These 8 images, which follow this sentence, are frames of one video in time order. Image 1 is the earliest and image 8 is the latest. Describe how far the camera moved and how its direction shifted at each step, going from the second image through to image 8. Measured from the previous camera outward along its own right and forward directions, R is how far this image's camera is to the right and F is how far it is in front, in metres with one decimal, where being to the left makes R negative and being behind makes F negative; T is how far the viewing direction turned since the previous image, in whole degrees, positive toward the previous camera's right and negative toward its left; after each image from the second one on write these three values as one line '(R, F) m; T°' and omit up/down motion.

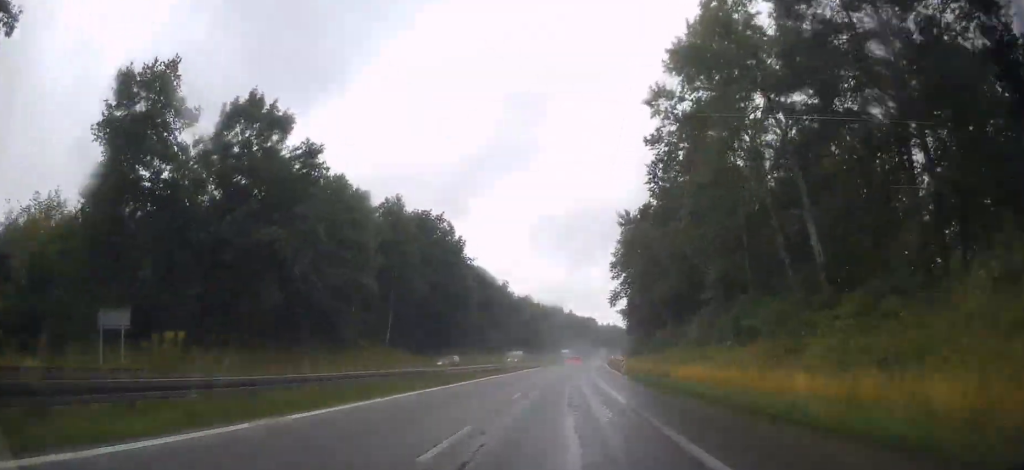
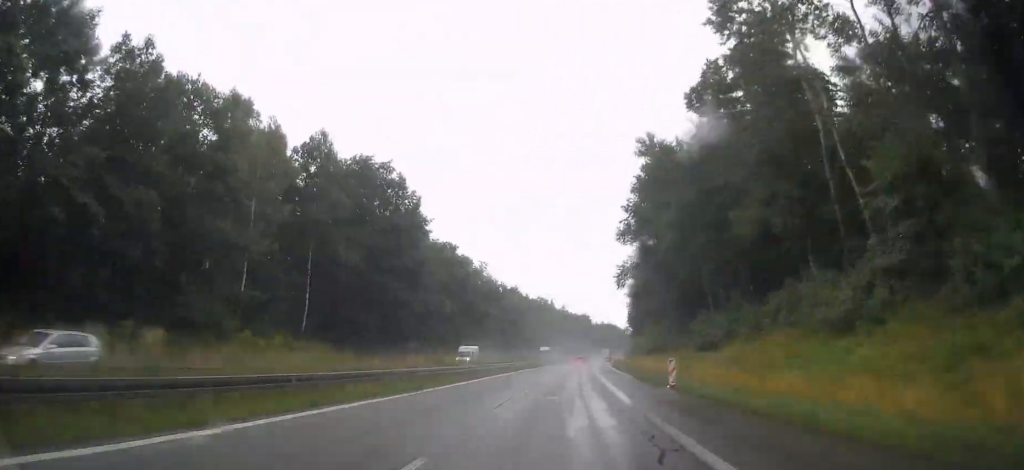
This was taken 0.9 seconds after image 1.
(+0.4, +27.4) m; +2°
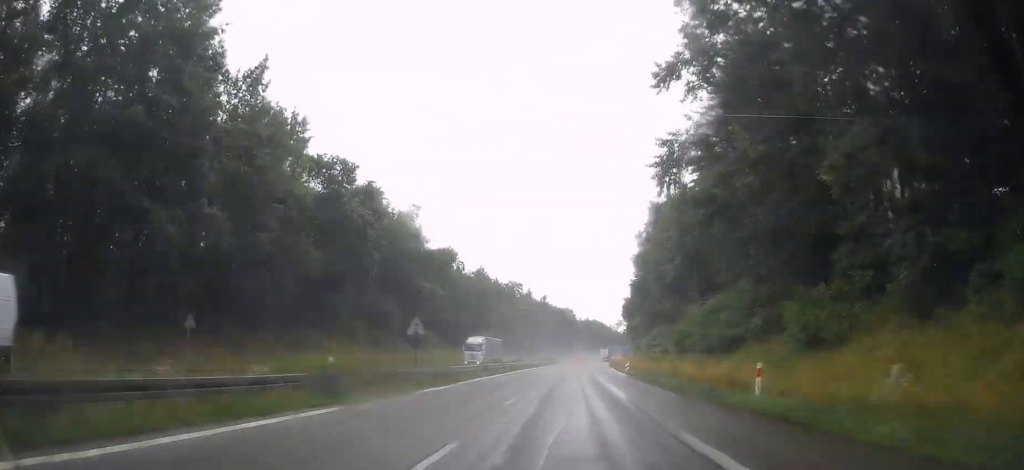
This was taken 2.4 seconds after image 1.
(+1.1, +44.5) m; +2°
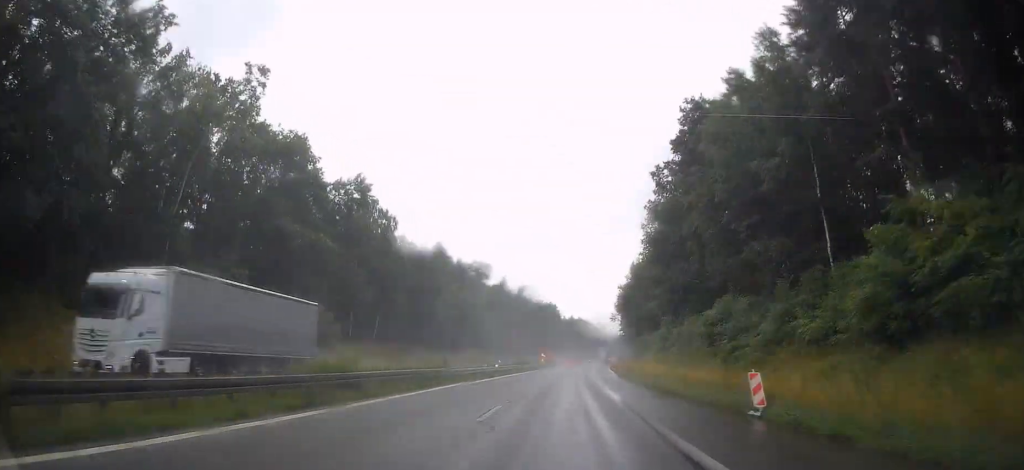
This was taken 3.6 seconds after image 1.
(+0.3, +38.4) m; +1°
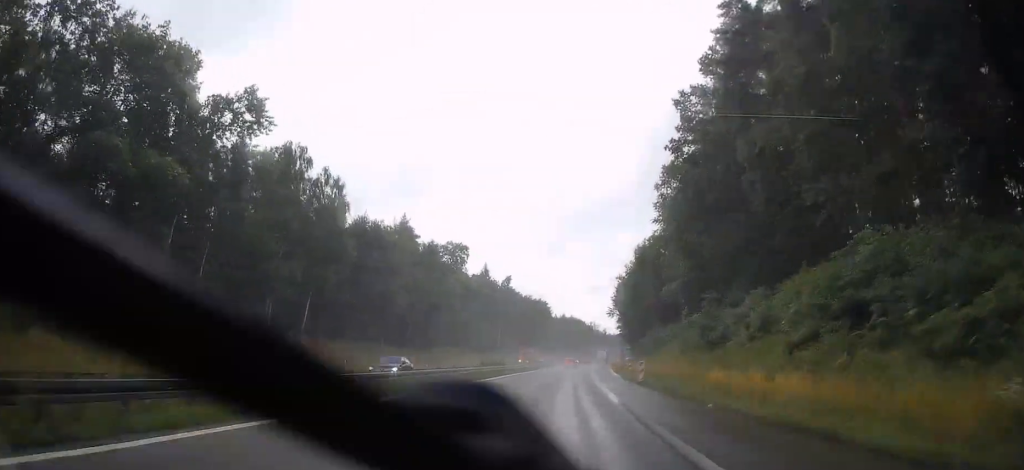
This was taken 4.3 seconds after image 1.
(+0.3, +21.3) m; +1°
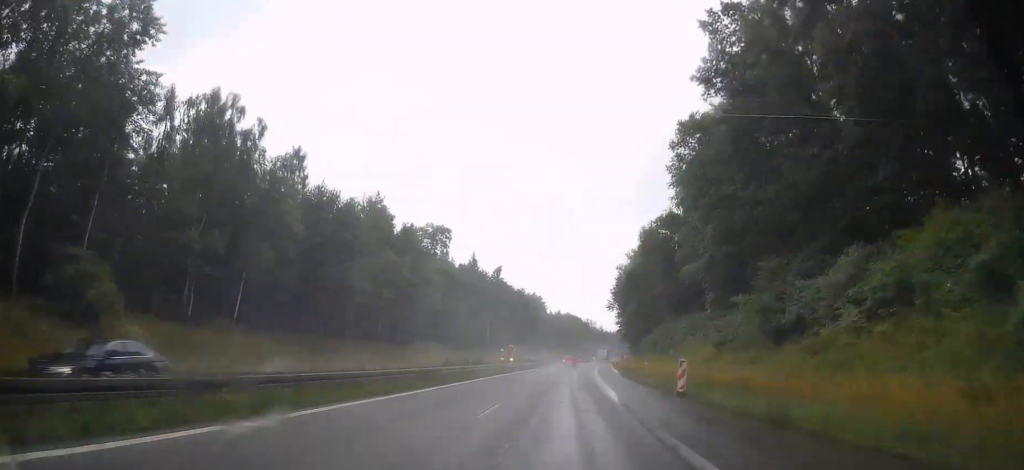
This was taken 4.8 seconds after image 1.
(+0.1, +13.2) m; 0°
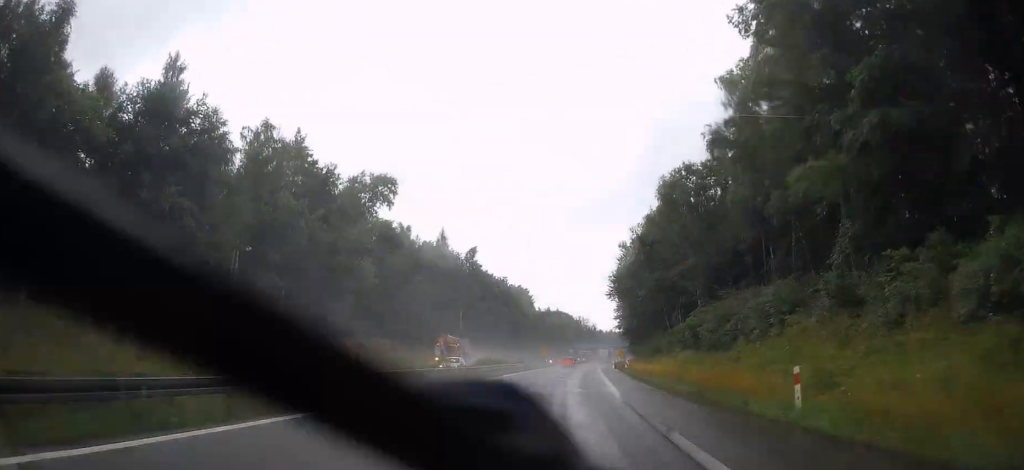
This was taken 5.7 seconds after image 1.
(0.0, +27.4) m; 0°
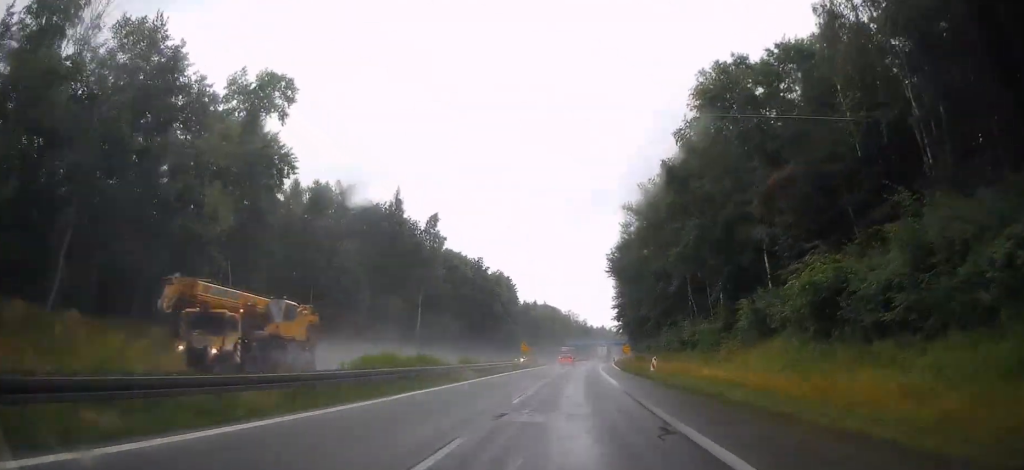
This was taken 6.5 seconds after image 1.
(0.0, +26.4) m; +1°
